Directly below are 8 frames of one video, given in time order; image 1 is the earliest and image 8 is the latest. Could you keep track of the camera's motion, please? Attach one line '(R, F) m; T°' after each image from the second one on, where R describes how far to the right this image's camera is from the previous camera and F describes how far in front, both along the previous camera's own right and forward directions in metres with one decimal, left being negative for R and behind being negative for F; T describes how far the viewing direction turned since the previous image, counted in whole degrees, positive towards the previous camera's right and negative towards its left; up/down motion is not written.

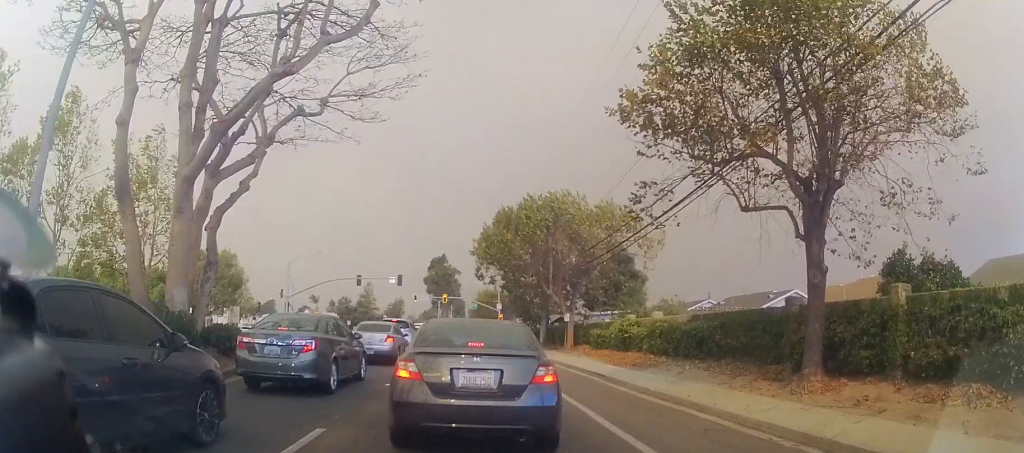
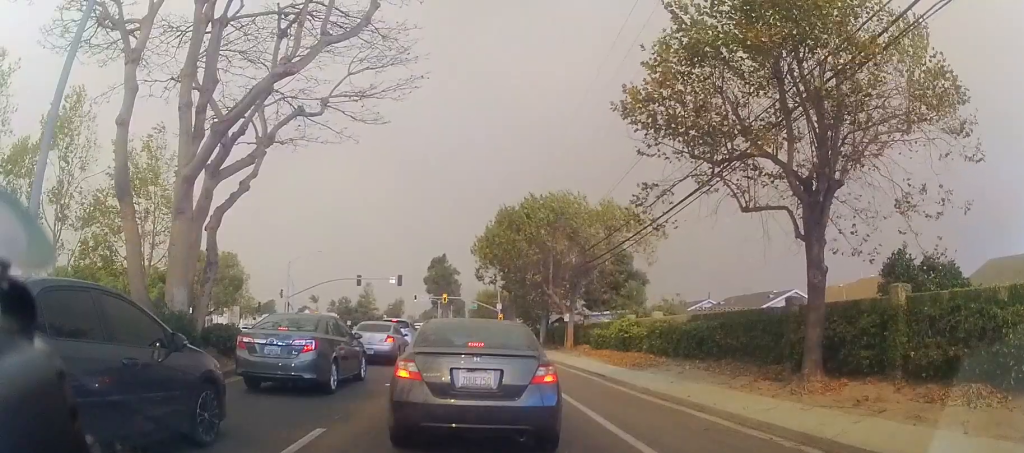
(0.0, 0.0) m; 0°
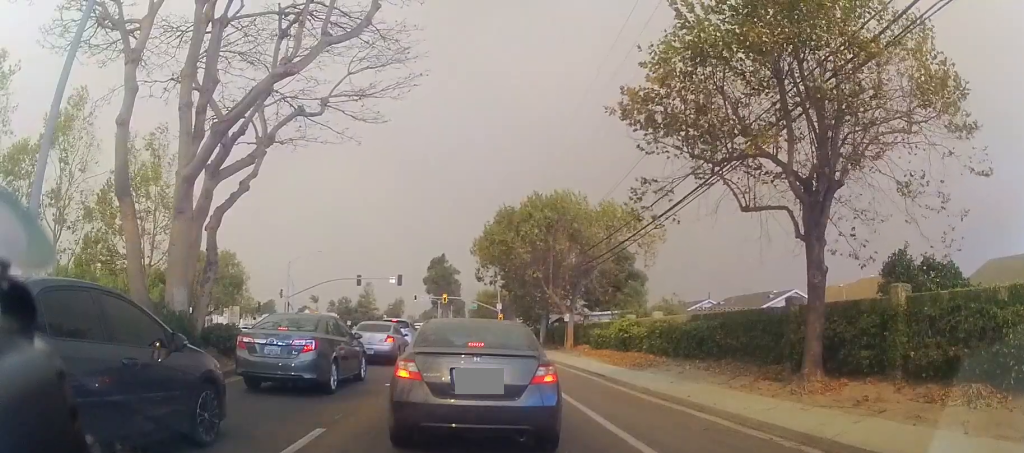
(0.0, 0.0) m; 0°
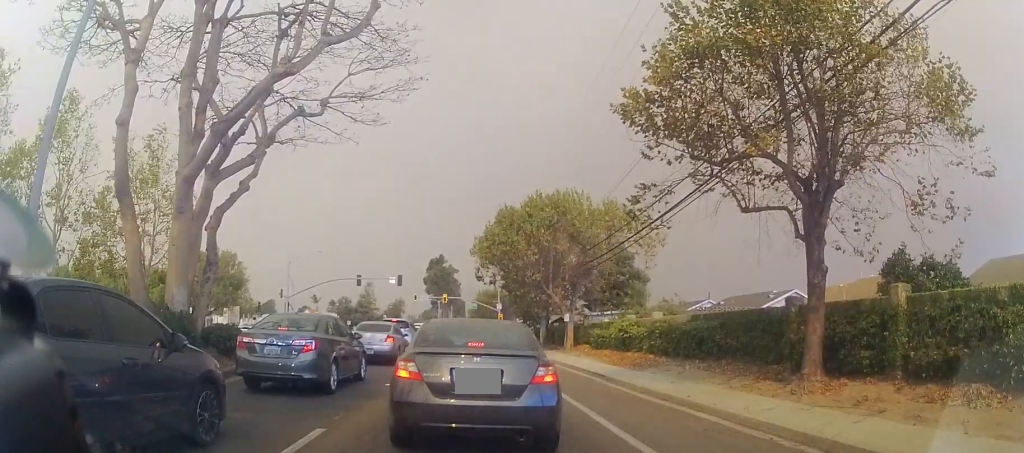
(0.0, 0.0) m; 0°
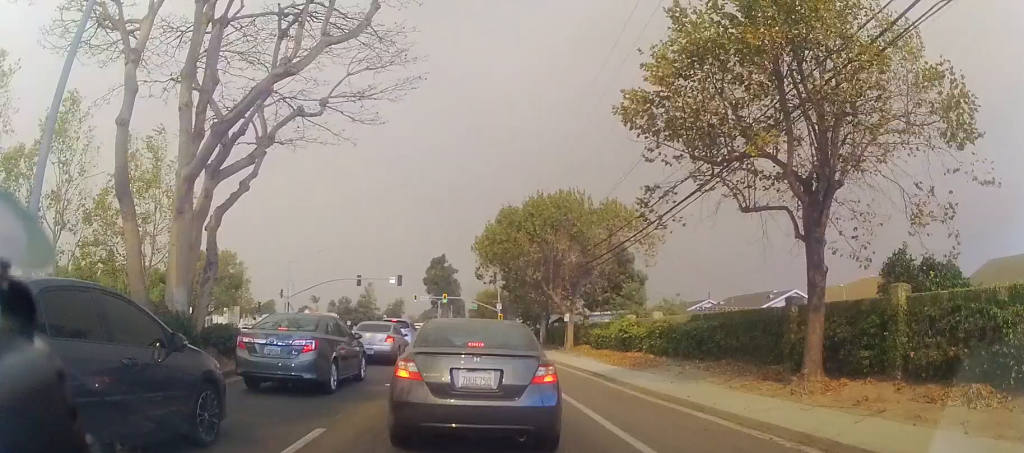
(0.0, 0.0) m; 0°
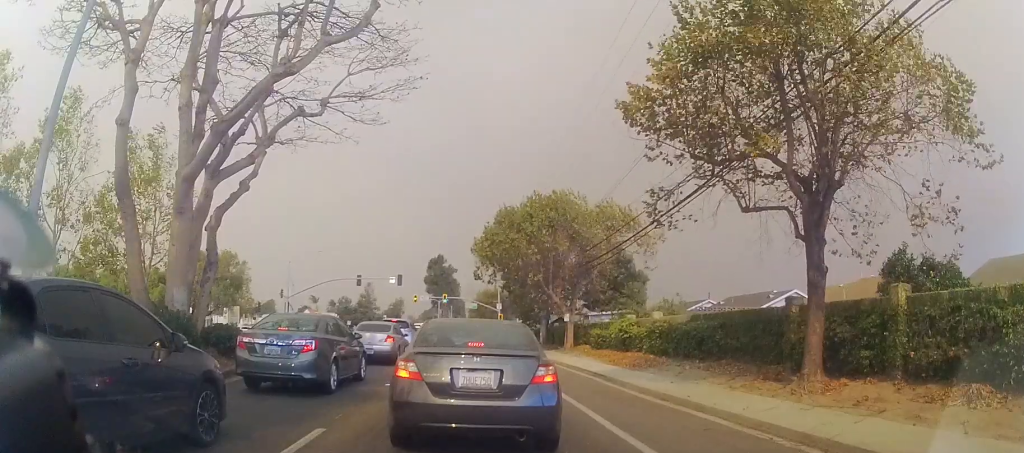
(0.0, 0.0) m; 0°
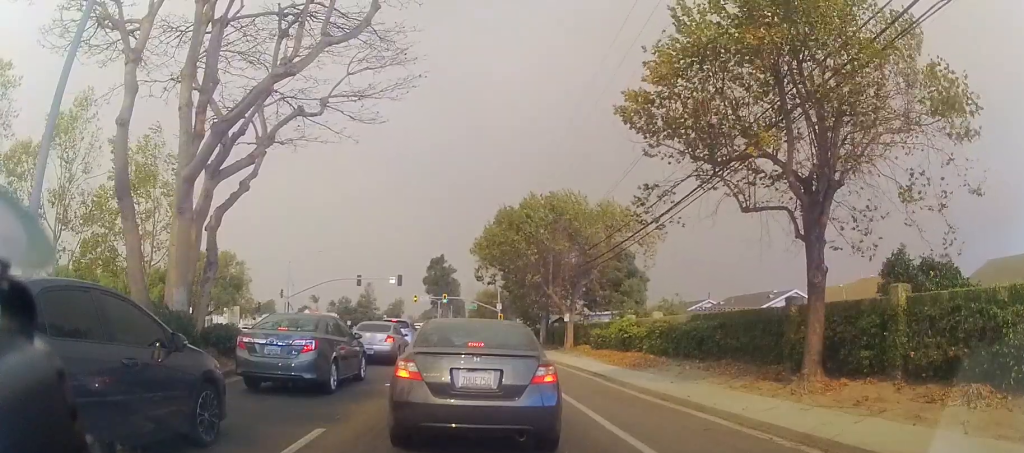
(0.0, 0.0) m; 0°
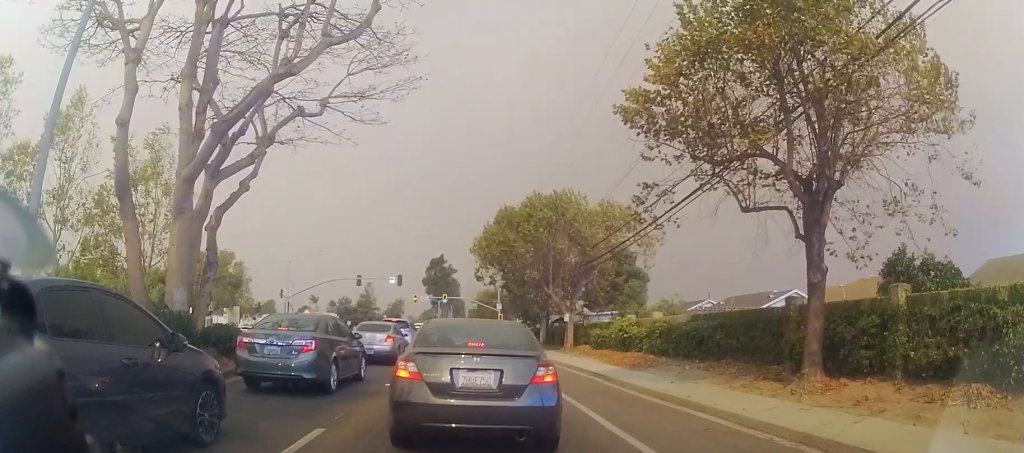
(0.0, 0.0) m; 0°
